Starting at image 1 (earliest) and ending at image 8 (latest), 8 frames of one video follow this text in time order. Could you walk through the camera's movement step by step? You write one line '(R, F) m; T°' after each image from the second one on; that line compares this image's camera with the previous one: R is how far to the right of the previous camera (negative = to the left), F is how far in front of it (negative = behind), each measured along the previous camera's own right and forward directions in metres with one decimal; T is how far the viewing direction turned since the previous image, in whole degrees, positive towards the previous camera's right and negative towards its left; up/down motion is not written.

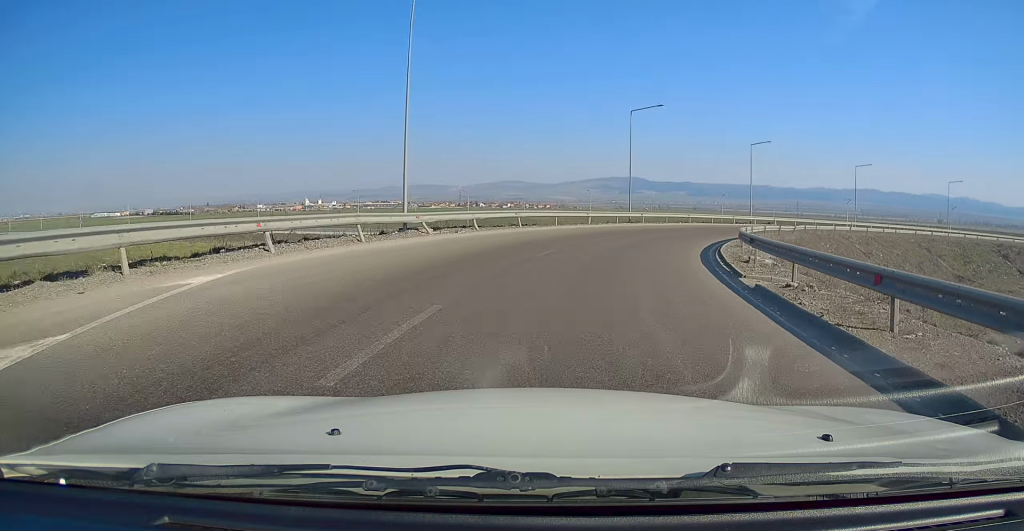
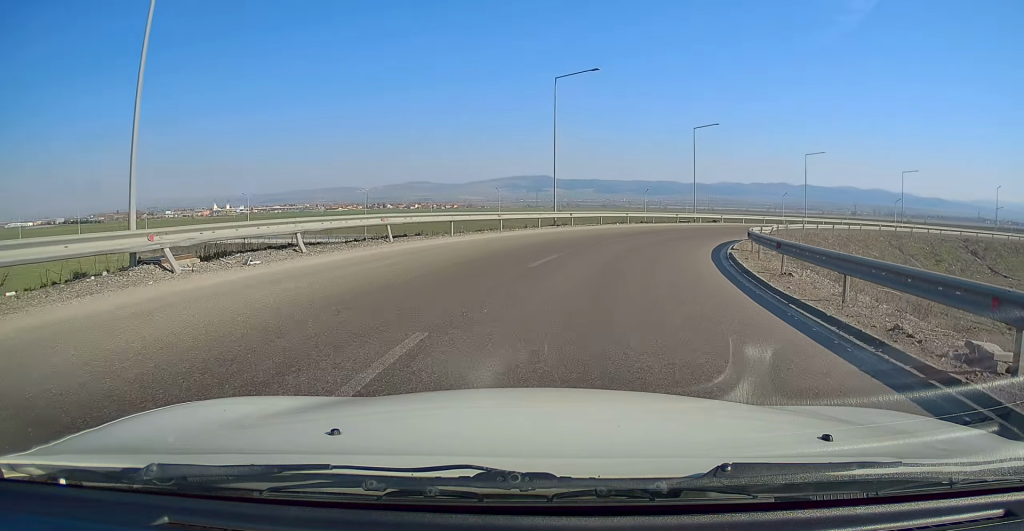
(+0.9, +10.4) m; +12°
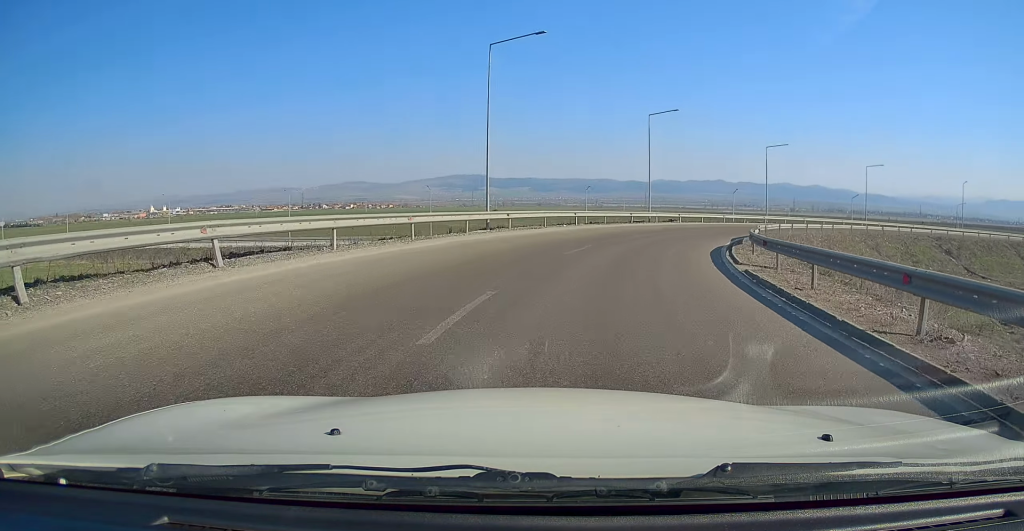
(+0.8, +6.8) m; +5°
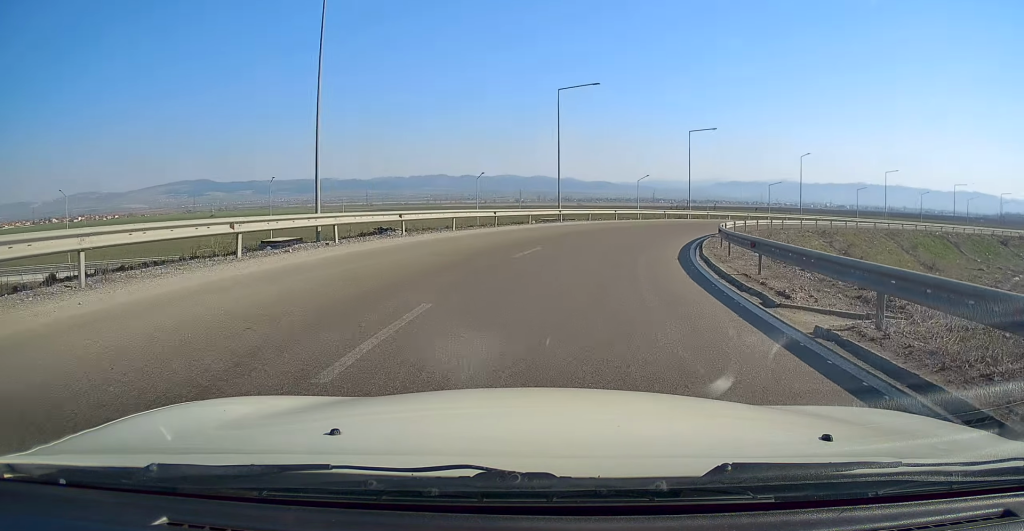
(+5.5, +30.1) m; +21°
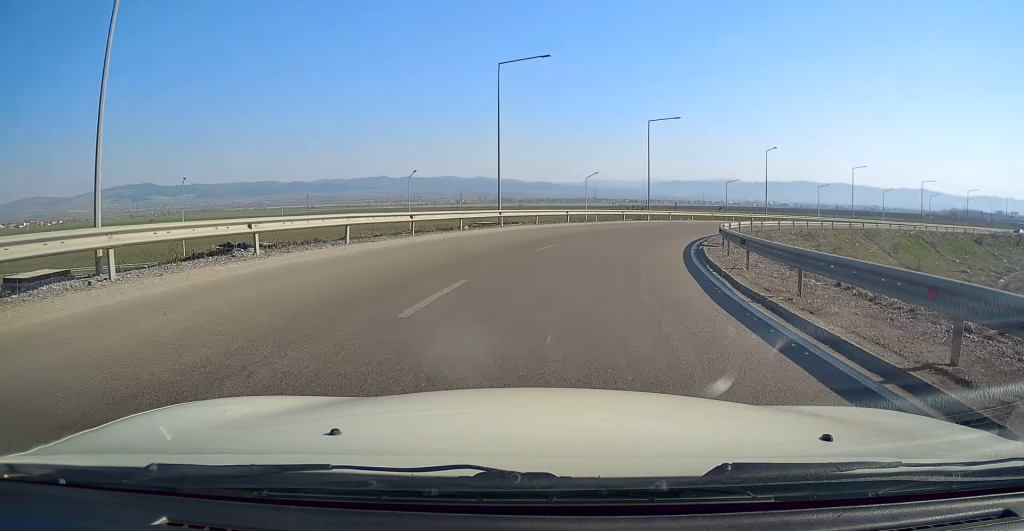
(+0.2, +7.4) m; +5°
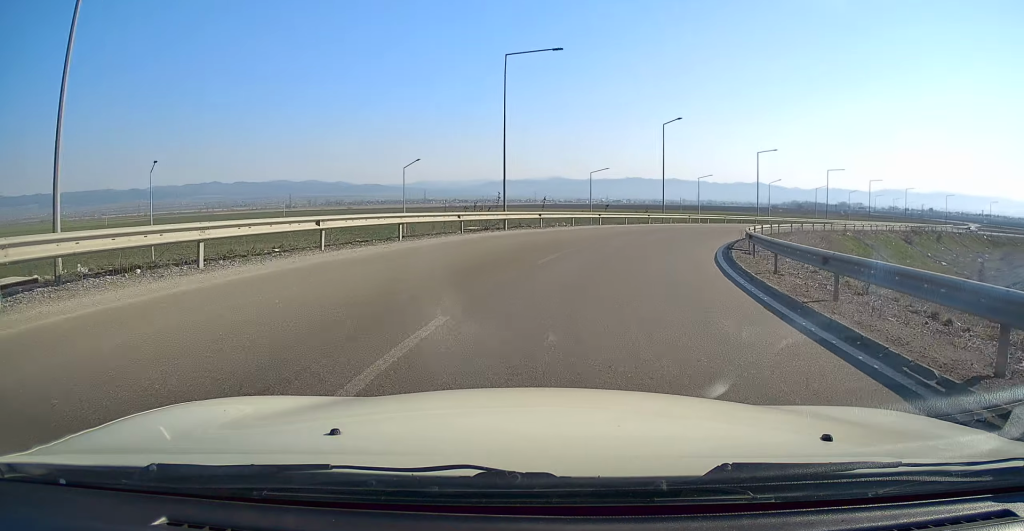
(+2.7, +22.7) m; +14°
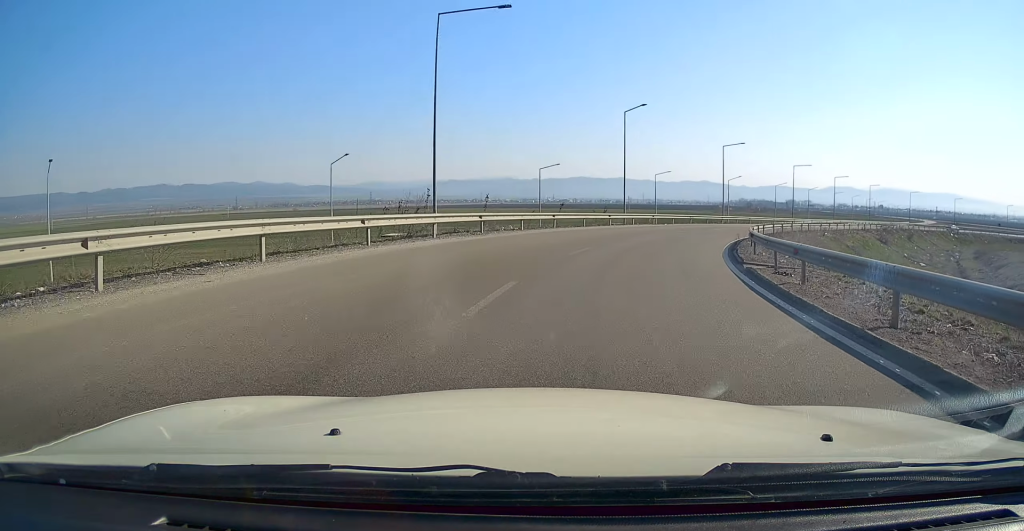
(+0.3, +6.4) m; +5°
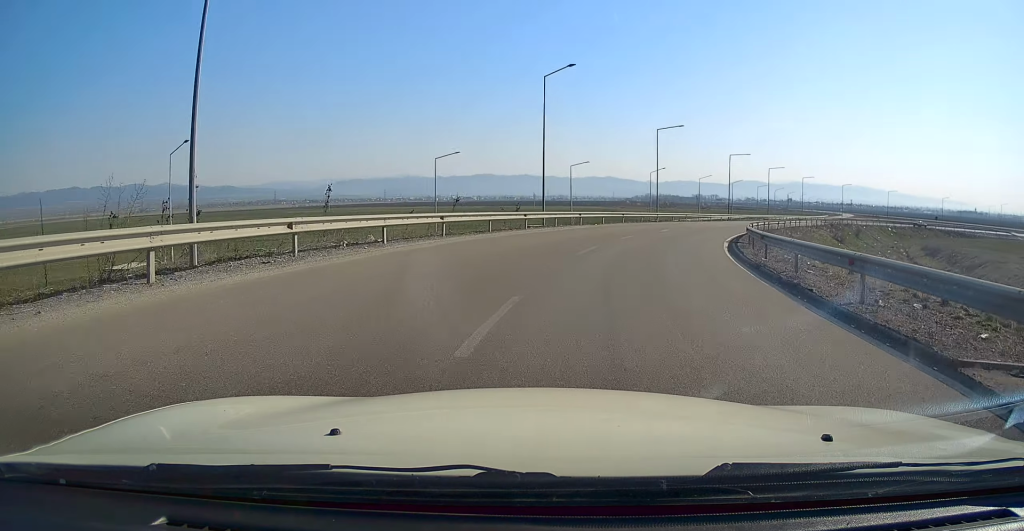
(+0.8, +11.4) m; +9°
